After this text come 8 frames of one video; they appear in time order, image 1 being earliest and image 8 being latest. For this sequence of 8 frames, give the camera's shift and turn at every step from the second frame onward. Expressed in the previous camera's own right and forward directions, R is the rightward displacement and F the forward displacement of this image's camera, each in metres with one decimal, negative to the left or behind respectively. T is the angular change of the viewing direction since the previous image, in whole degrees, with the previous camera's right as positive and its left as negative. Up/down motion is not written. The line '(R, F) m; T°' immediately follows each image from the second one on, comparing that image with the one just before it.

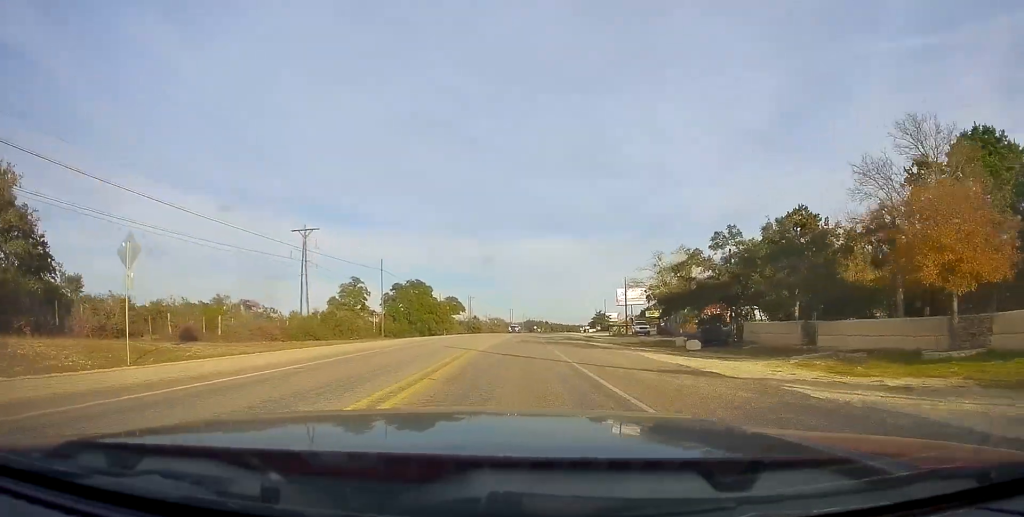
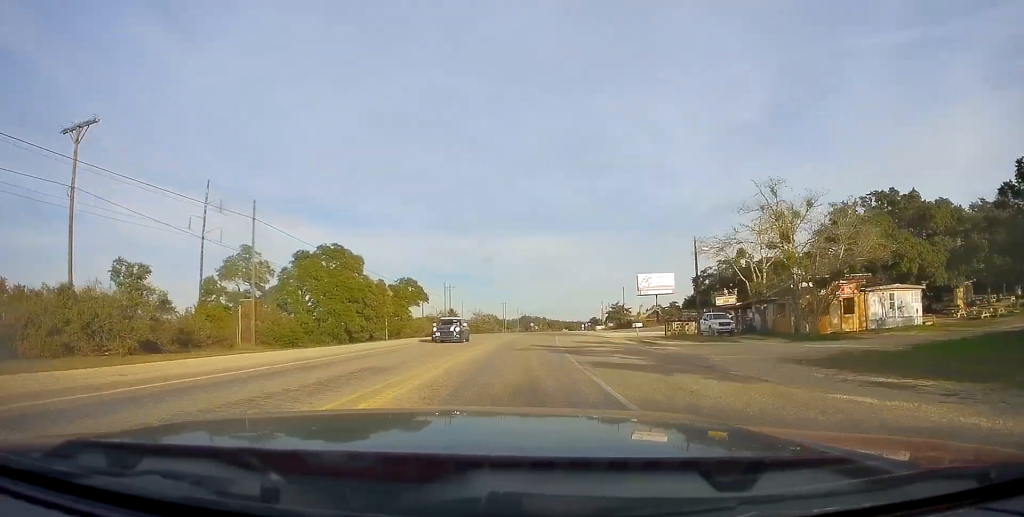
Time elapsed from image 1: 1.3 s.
(-0.4, +33.0) m; +1°
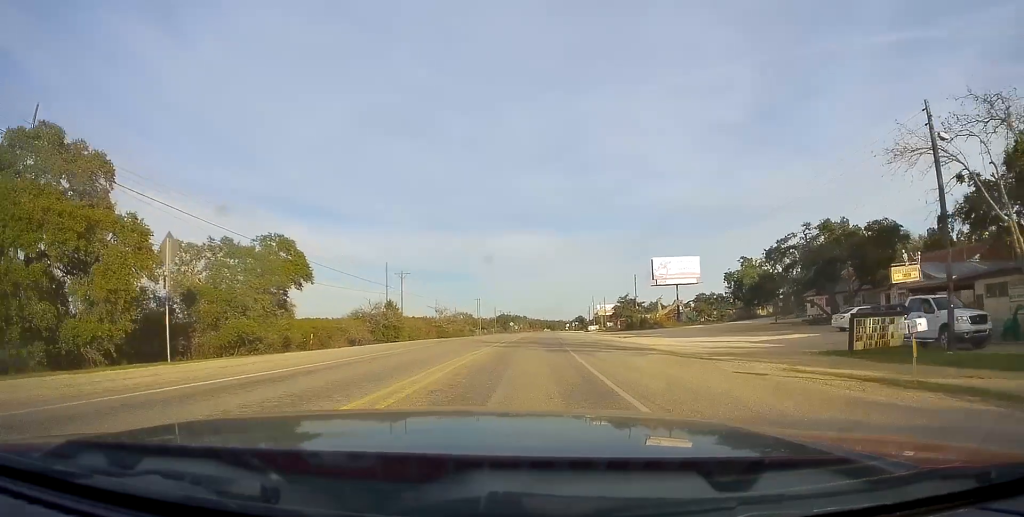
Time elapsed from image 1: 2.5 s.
(+0.7, +29.3) m; +3°
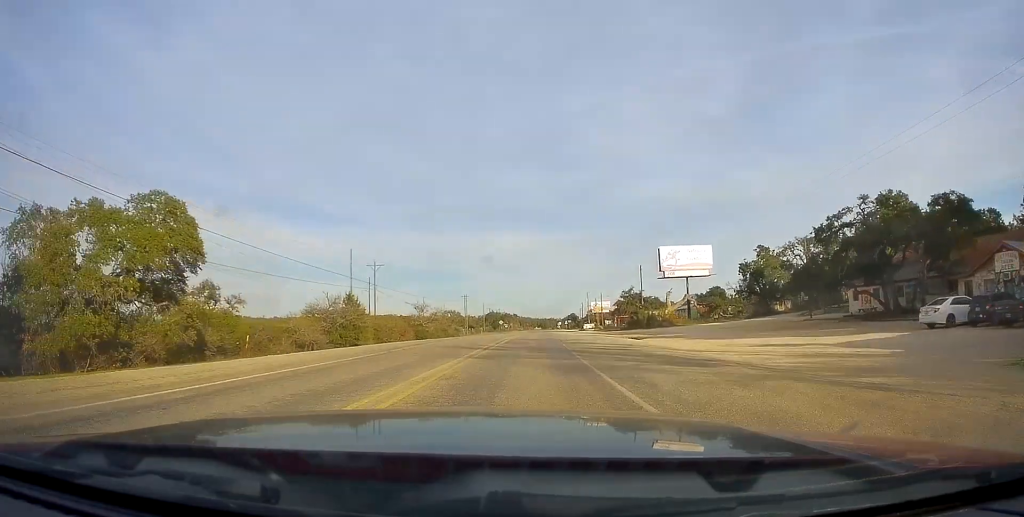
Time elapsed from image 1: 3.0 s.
(+0.2, +10.5) m; 0°
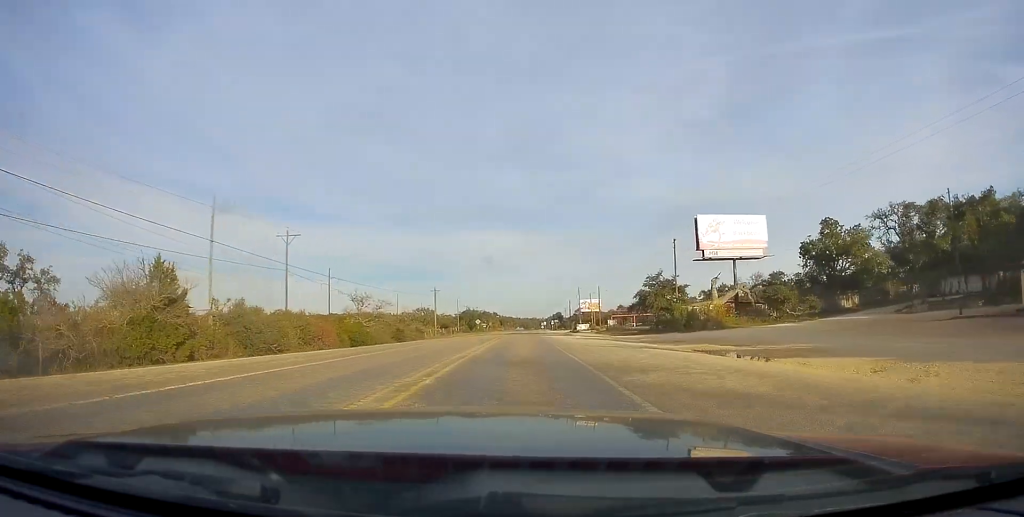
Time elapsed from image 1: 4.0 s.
(+0.2, +23.8) m; +1°
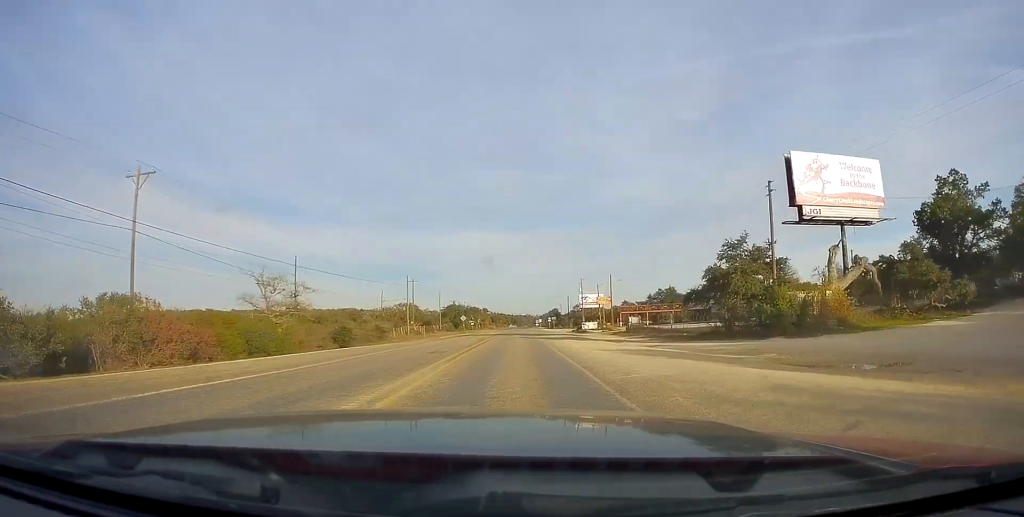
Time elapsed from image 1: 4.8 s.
(+0.2, +21.4) m; +1°
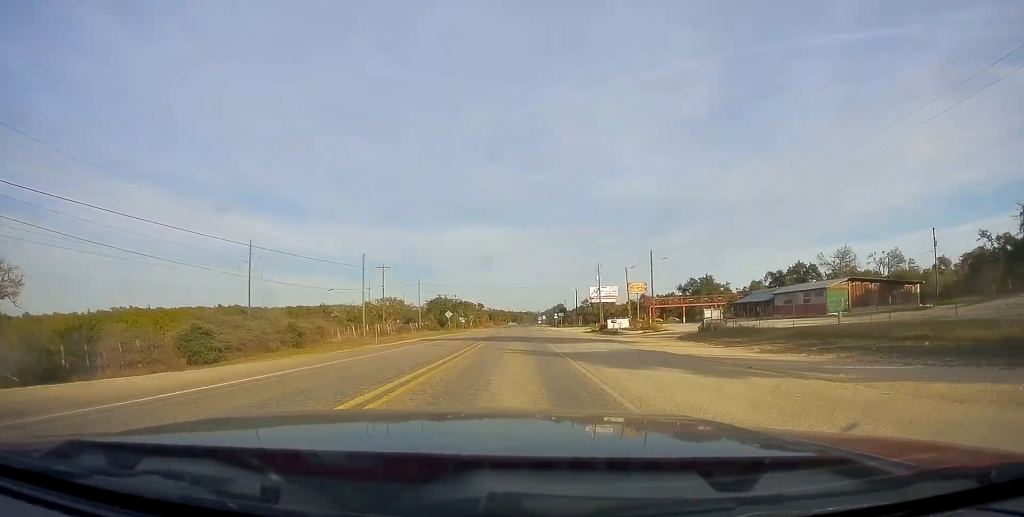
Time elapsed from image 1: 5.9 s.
(+0.5, +26.7) m; 0°
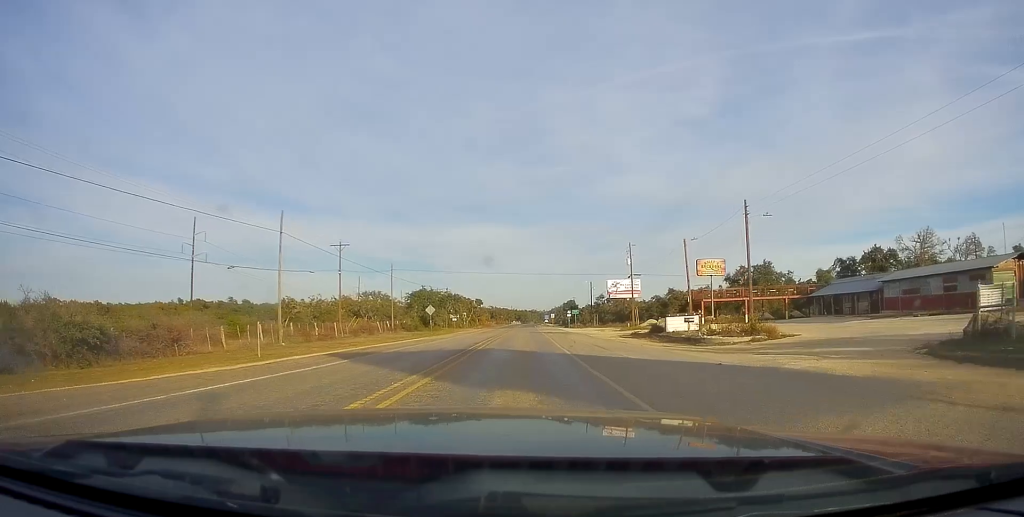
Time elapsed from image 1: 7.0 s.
(-0.3, +24.8) m; -1°
